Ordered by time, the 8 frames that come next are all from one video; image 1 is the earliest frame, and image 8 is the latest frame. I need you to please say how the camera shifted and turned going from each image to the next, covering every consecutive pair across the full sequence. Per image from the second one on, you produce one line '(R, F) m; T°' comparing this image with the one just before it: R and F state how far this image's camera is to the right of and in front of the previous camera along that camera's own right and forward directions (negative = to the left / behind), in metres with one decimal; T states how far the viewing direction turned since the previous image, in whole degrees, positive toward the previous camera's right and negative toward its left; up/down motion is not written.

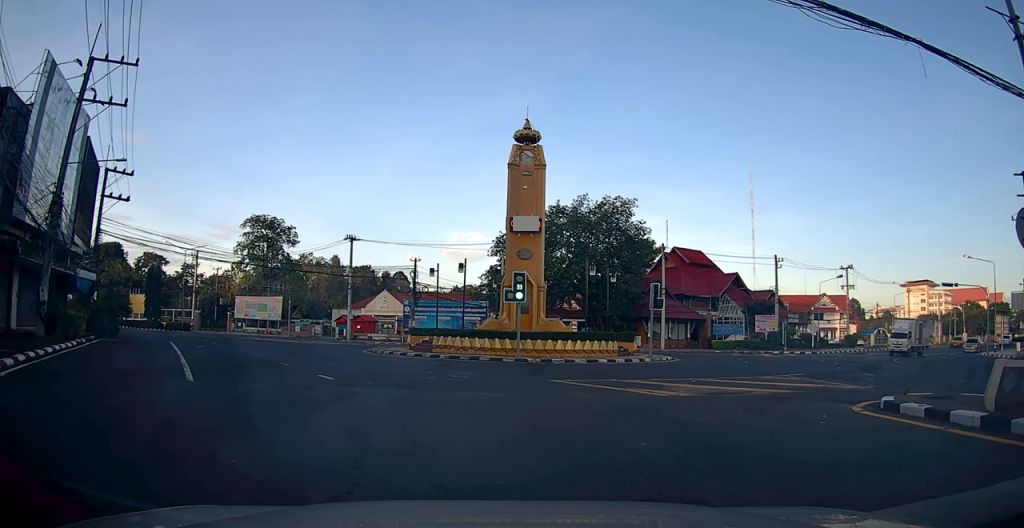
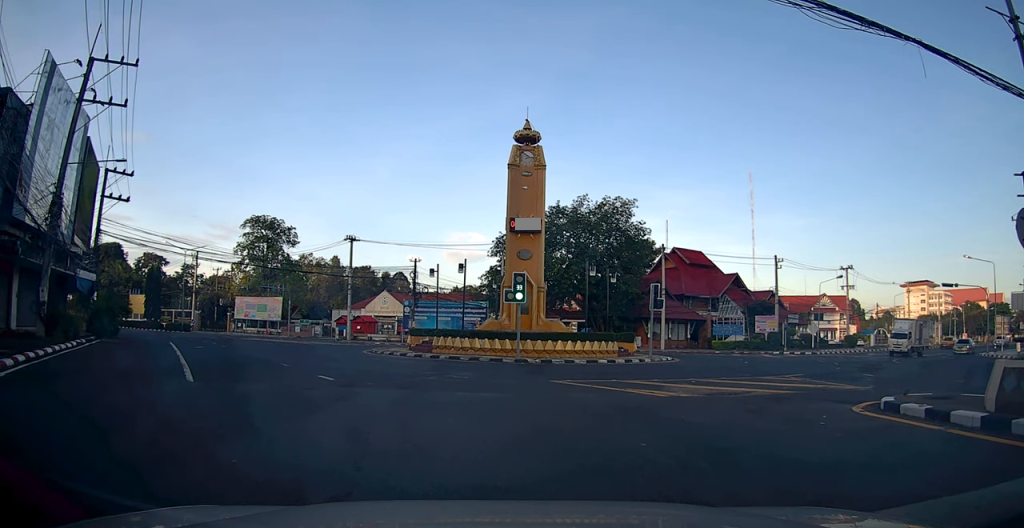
(0.0, 0.0) m; 0°
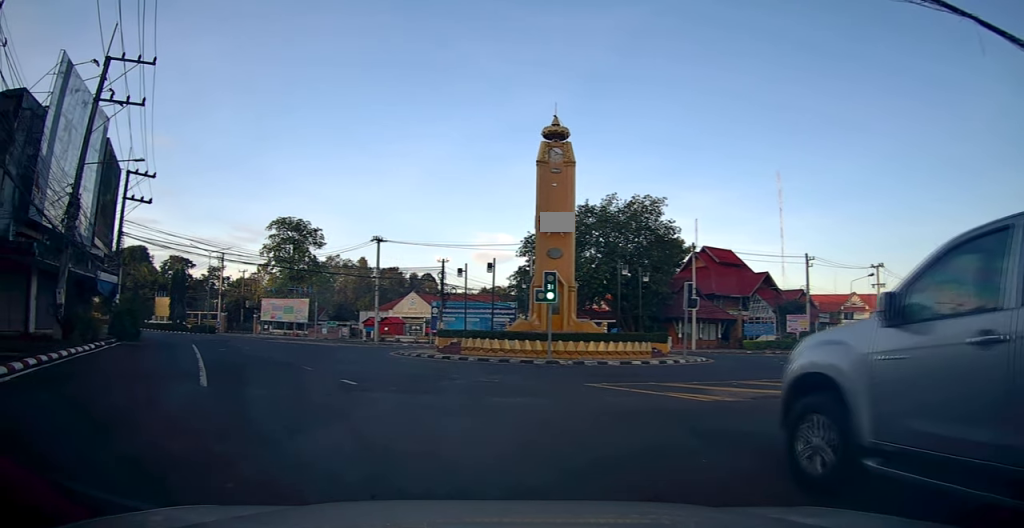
(0.0, 0.0) m; 0°
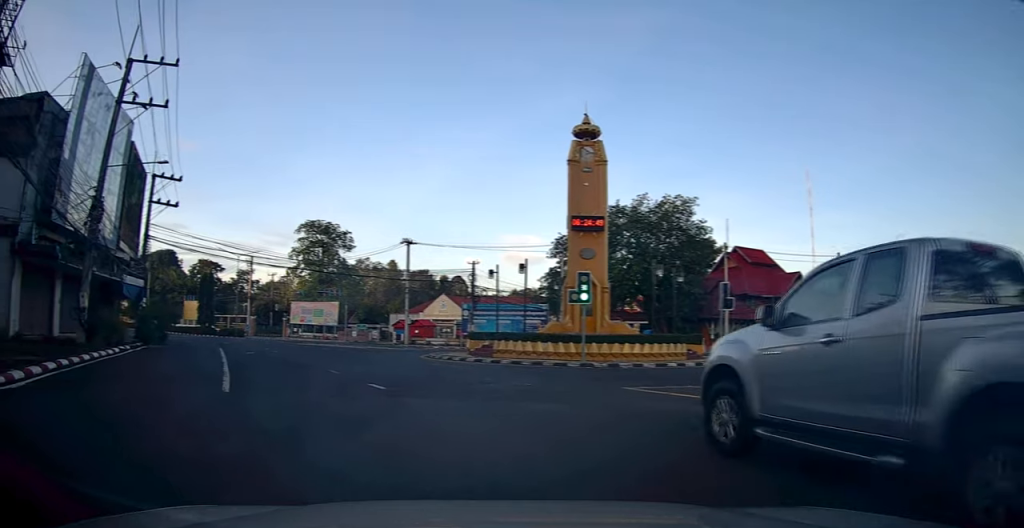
(0.0, +0.1) m; 0°
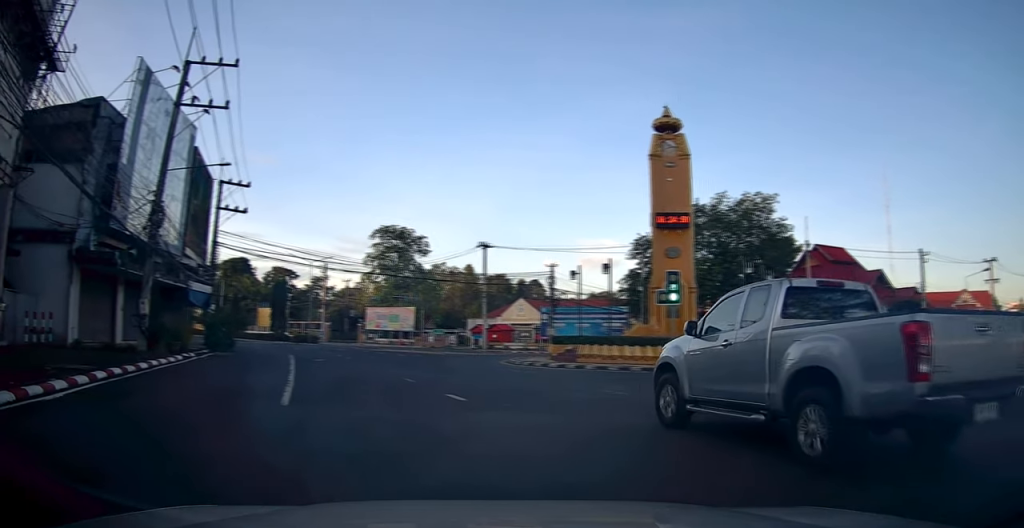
(+0.1, +0.7) m; 0°
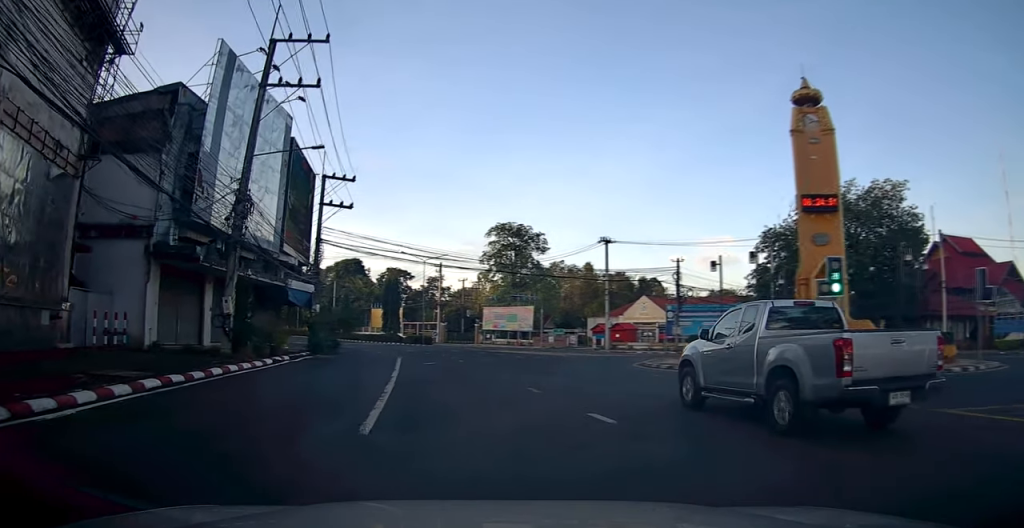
(+0.1, +2.5) m; 0°
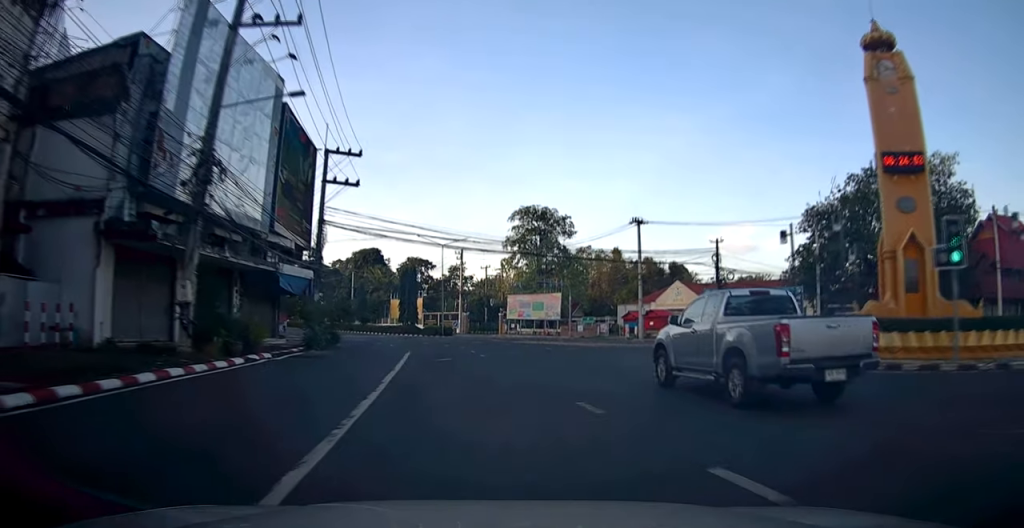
(0.0, +4.0) m; 0°
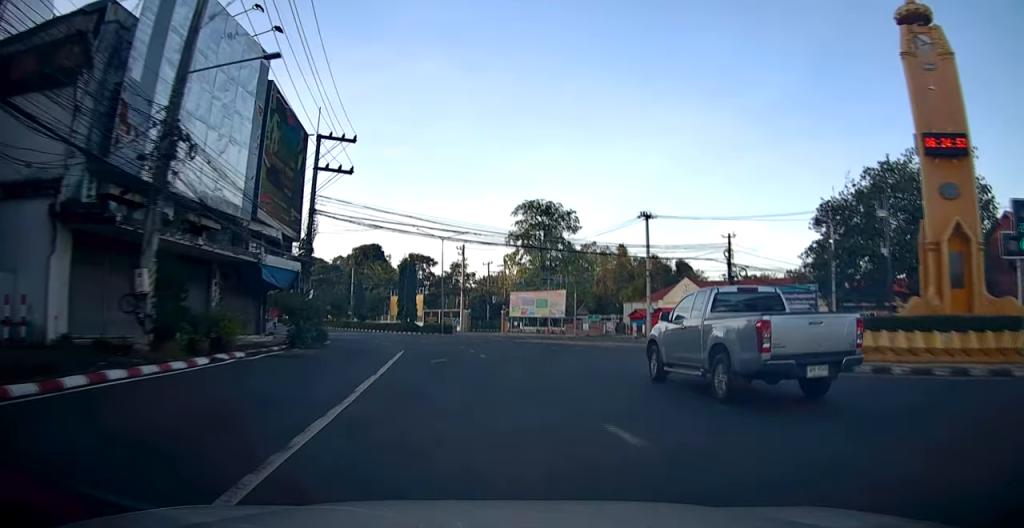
(+0.1, +2.1) m; 0°
